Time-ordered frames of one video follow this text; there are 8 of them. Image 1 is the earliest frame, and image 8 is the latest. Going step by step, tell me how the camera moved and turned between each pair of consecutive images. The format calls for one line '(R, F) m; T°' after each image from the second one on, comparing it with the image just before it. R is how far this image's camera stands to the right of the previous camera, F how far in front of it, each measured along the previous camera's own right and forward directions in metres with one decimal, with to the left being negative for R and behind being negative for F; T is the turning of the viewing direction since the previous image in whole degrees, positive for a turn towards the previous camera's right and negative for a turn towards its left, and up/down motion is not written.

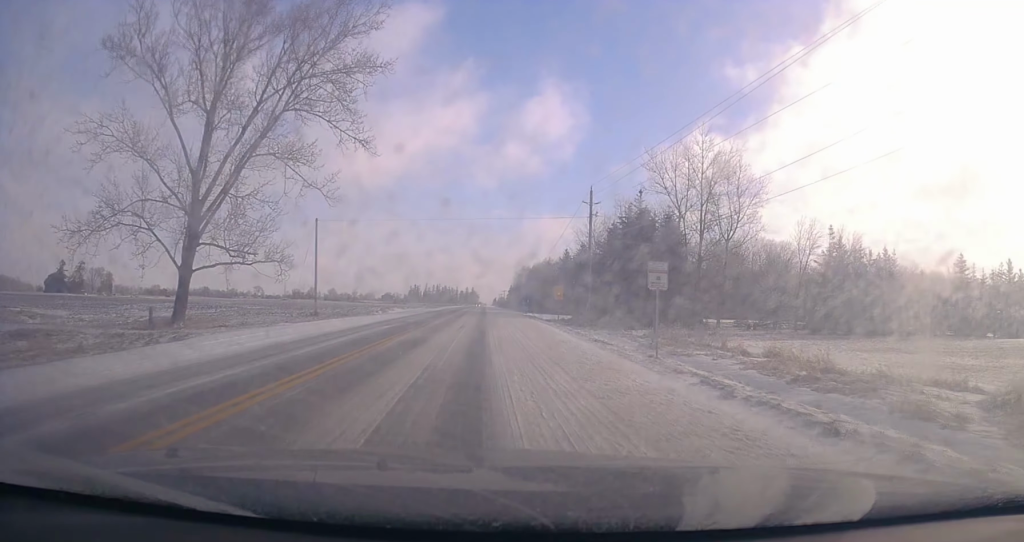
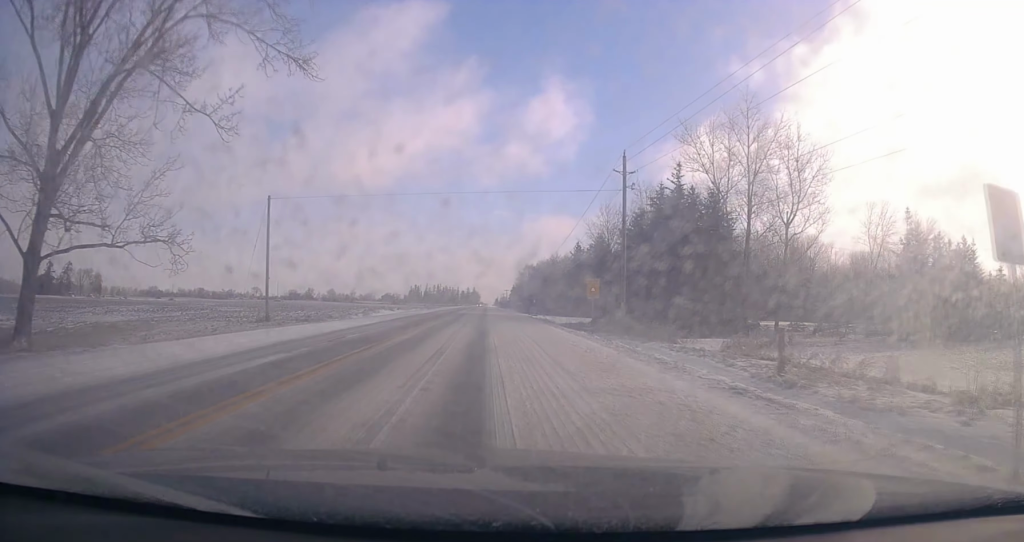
(+0.1, +12.5) m; +1°
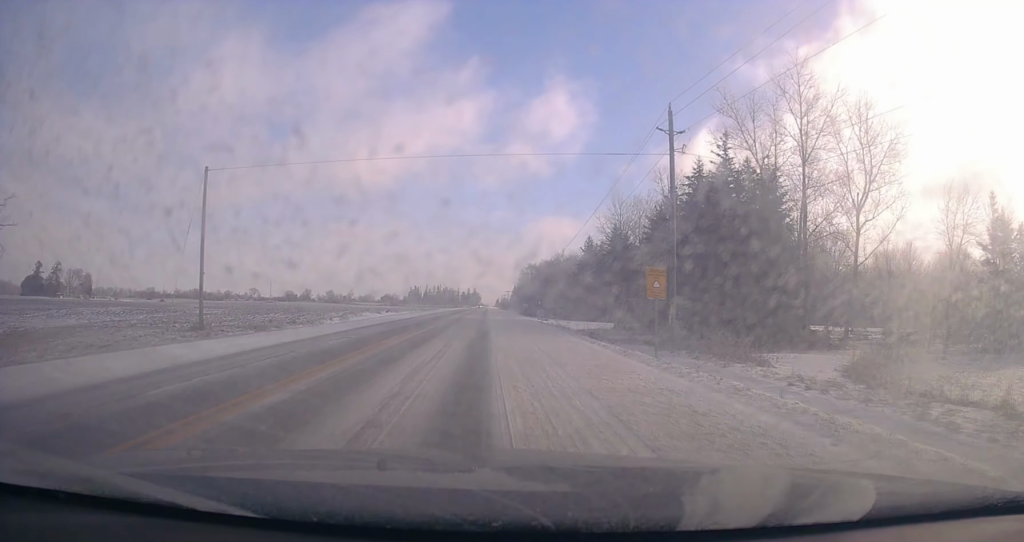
(0.0, +11.0) m; +1°
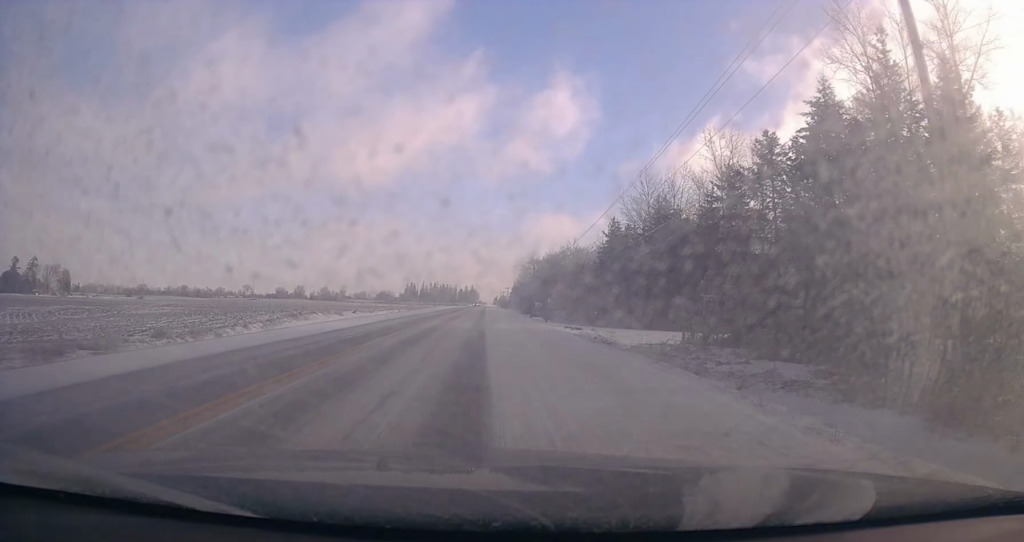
(+0.4, +18.5) m; -2°
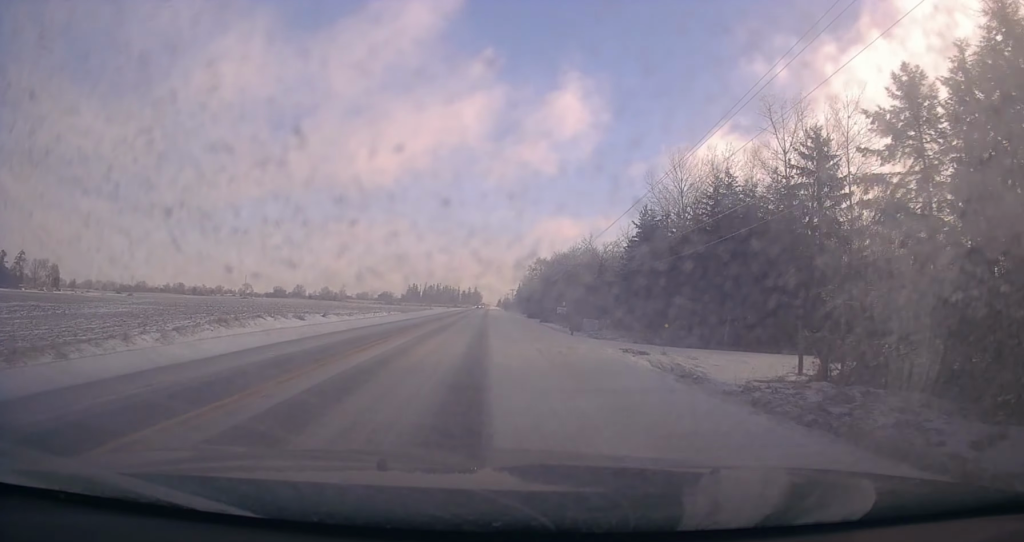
(-0.6, +13.0) m; -1°
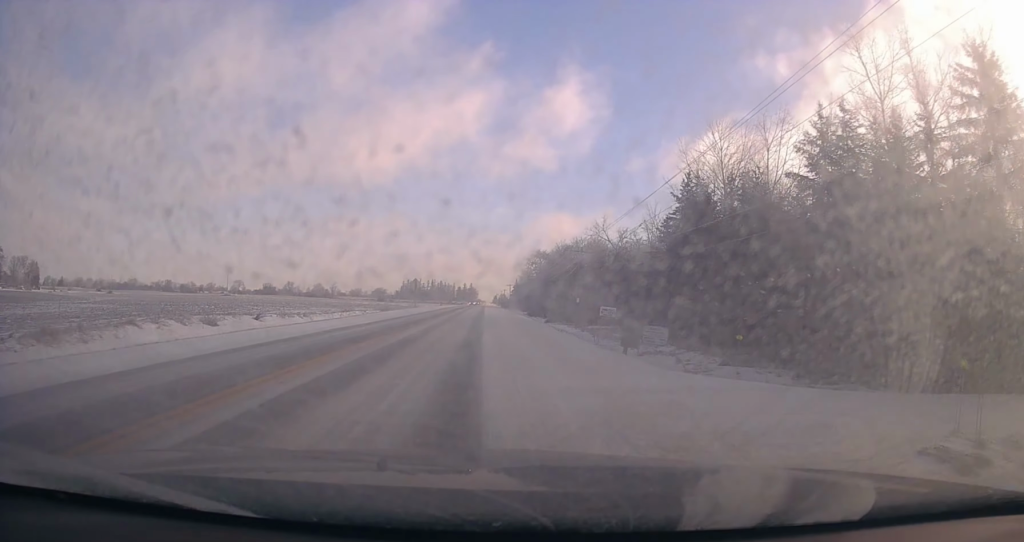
(0.0, +14.7) m; 0°
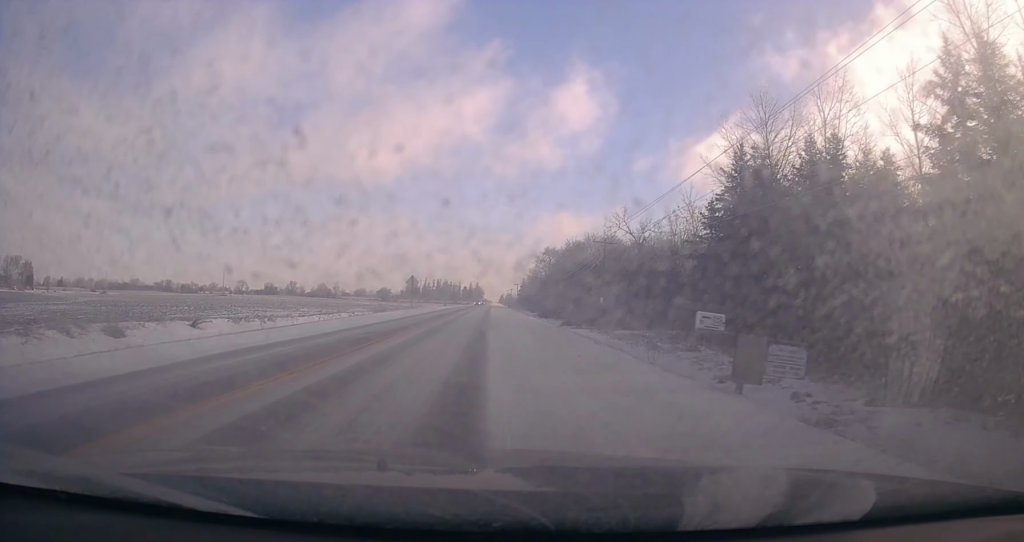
(+0.3, +9.4) m; 0°
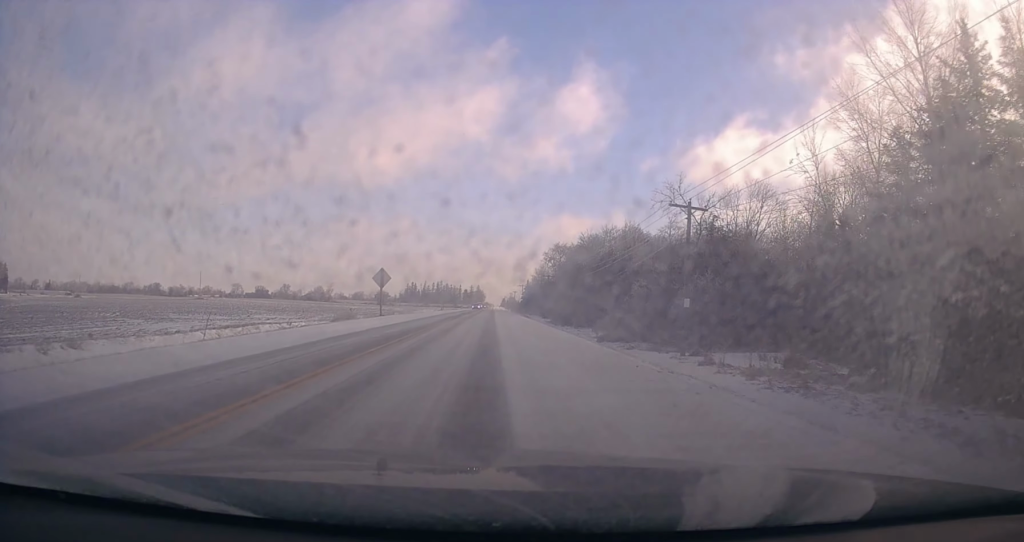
(-0.5, +20.8) m; -2°
